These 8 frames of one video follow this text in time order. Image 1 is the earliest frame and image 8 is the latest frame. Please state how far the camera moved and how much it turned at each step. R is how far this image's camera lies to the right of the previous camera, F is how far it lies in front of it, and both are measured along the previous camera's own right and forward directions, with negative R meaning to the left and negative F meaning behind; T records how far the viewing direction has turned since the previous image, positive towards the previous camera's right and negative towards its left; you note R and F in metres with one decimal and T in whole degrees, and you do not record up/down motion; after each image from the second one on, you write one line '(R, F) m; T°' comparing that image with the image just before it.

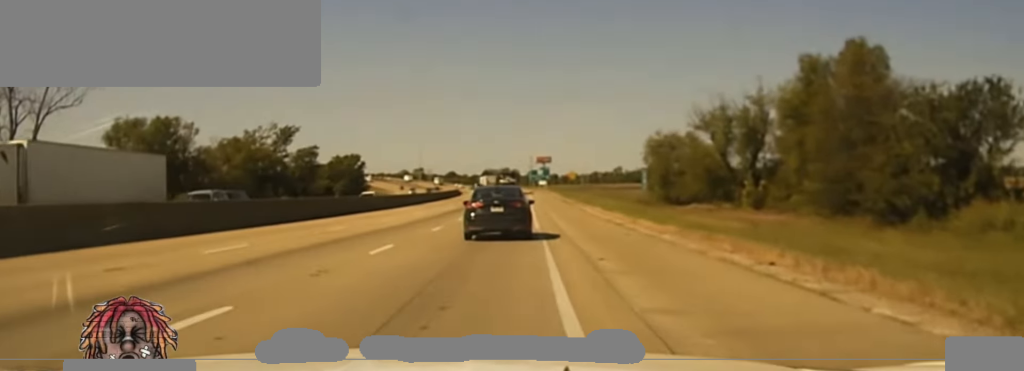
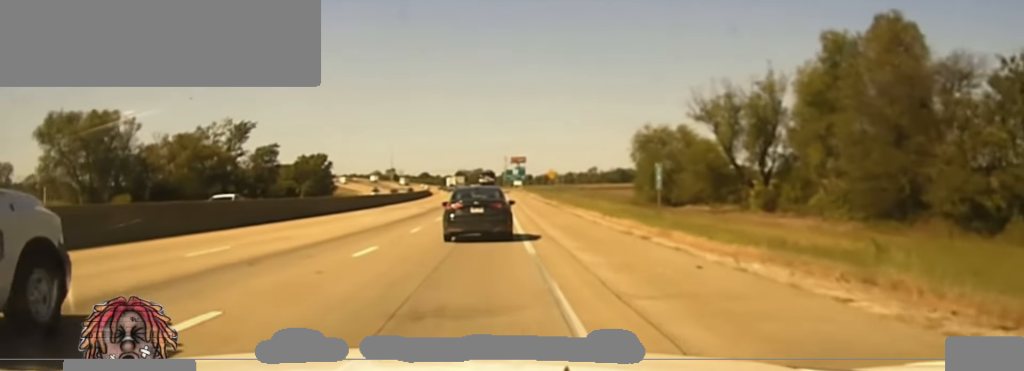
(0.0, +11.8) m; +1°
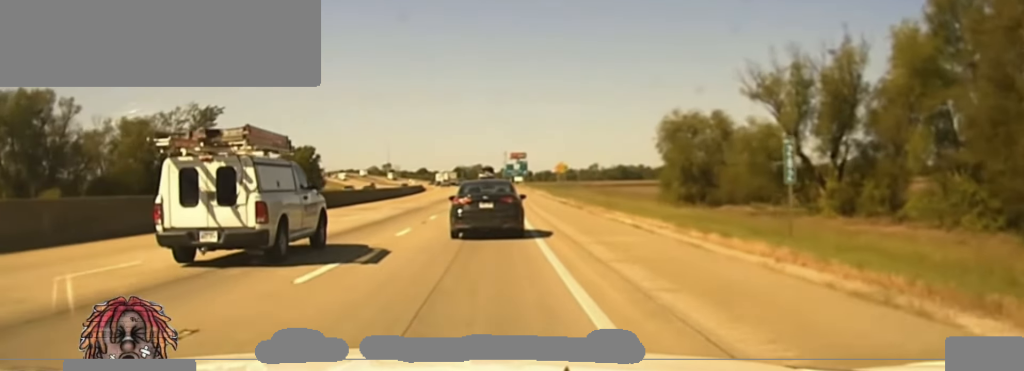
(+0.3, +20.3) m; +1°
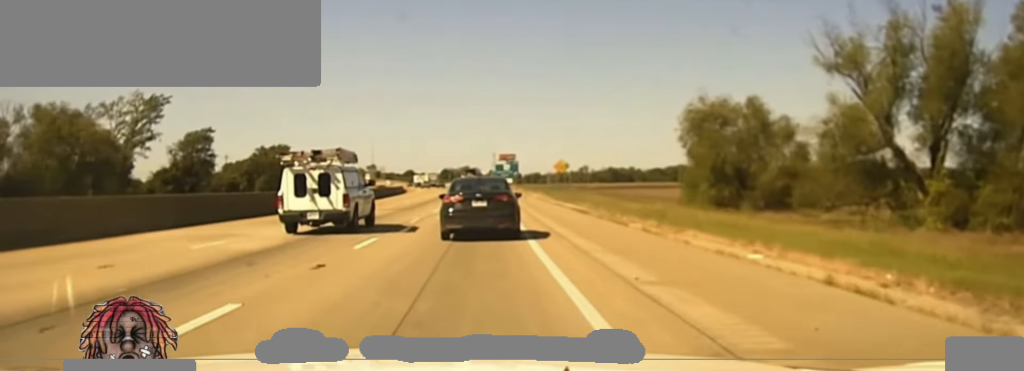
(0.0, +19.8) m; 0°
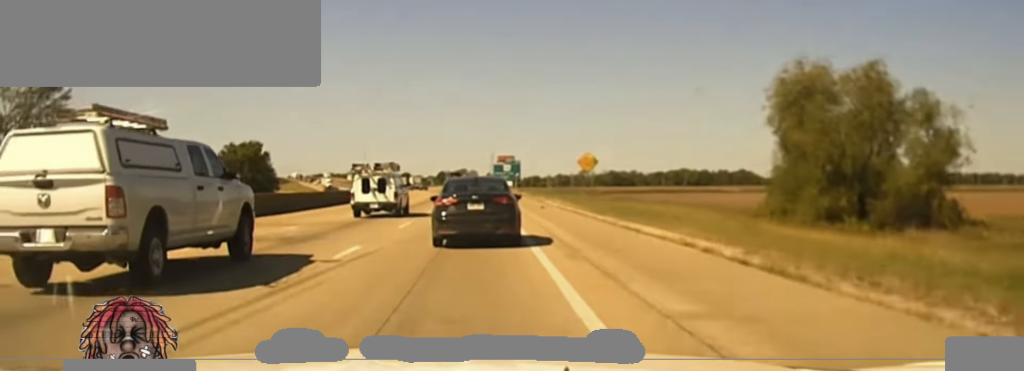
(0.0, +27.6) m; +1°
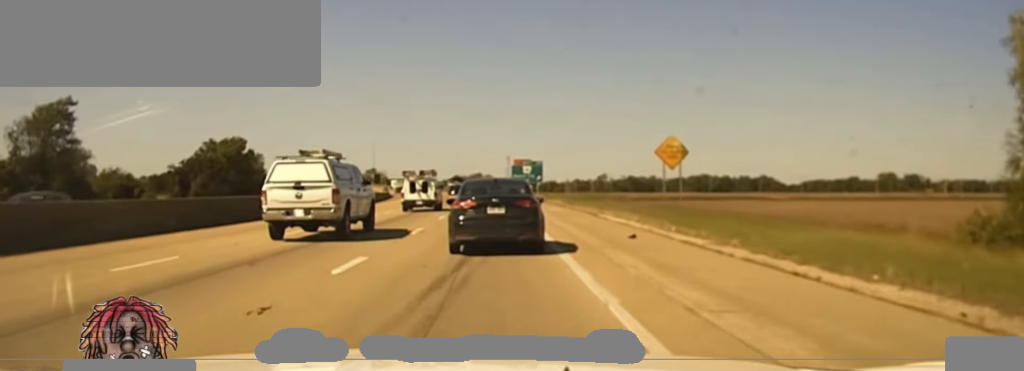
(+0.2, +25.8) m; 0°
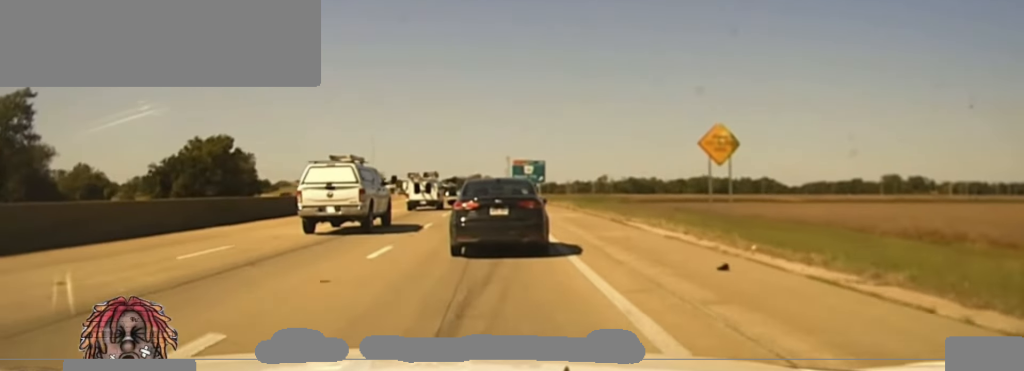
(0.0, +7.9) m; 0°
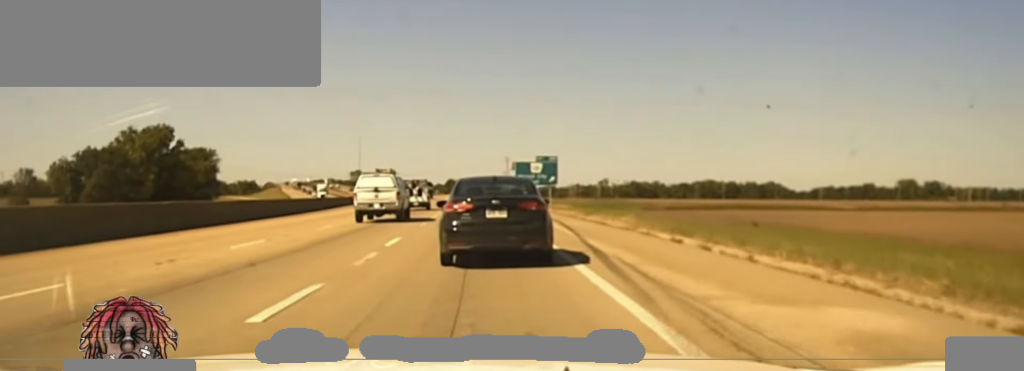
(-0.5, +29.2) m; -2°
